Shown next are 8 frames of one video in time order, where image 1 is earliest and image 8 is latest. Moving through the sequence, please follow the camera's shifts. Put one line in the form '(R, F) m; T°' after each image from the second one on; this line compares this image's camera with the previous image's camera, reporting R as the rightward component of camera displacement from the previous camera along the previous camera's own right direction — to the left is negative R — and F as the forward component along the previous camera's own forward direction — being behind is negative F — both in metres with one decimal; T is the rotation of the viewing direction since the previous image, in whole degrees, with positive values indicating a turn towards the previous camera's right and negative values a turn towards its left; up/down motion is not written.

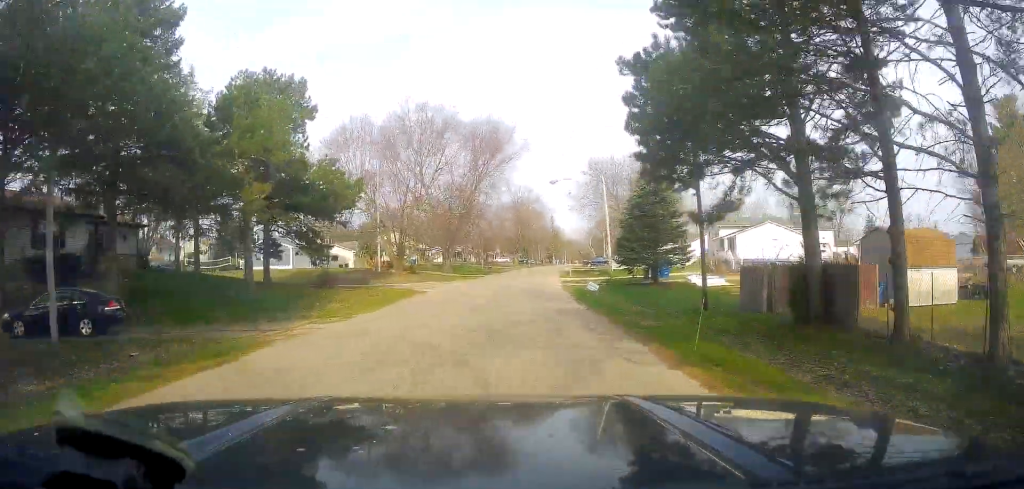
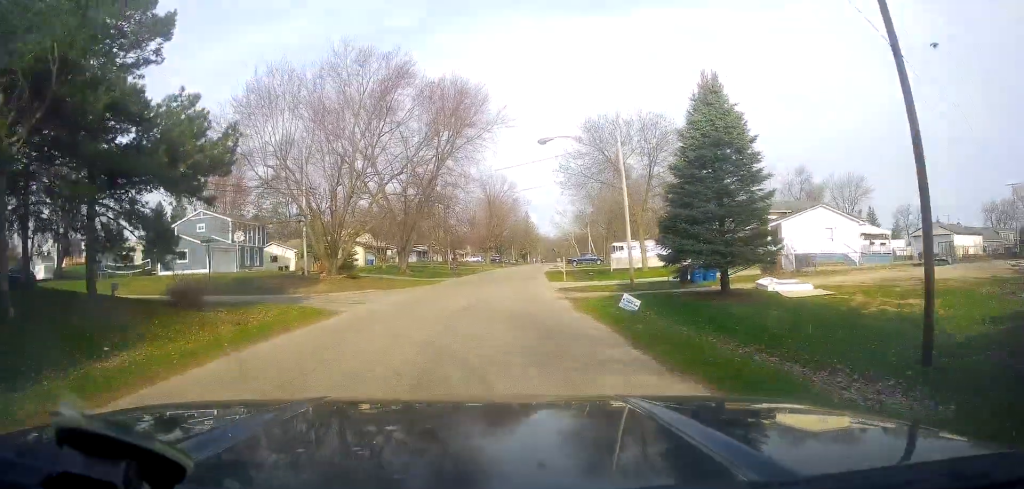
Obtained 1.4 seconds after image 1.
(+0.5, +15.5) m; +3°
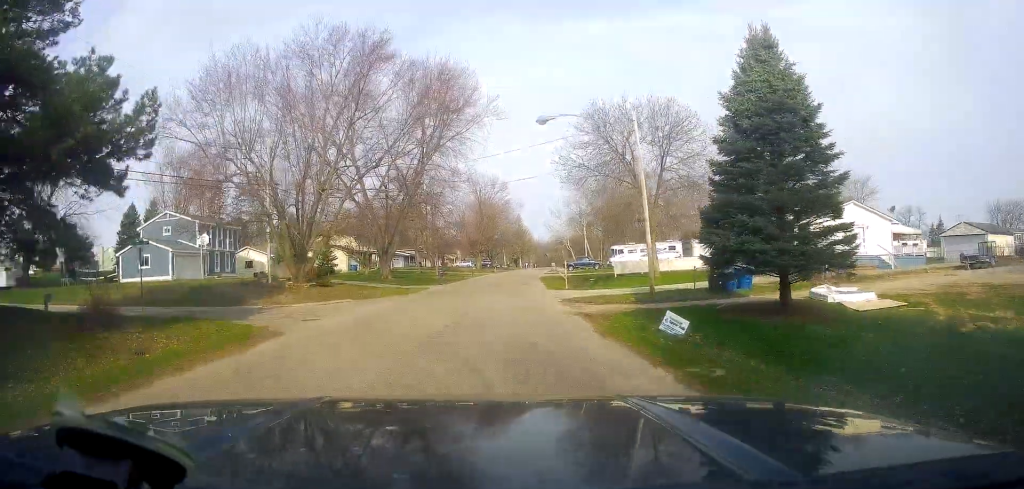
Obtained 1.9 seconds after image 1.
(0.0, +5.8) m; -2°
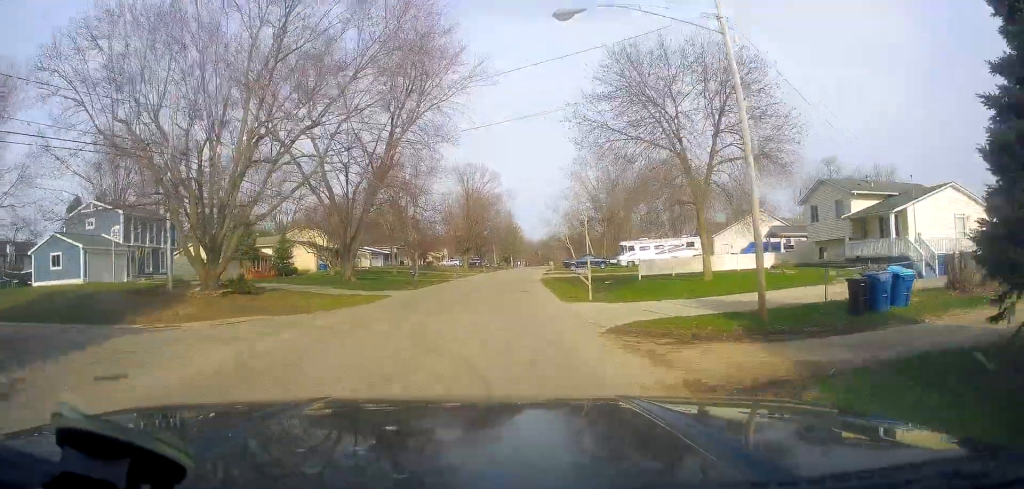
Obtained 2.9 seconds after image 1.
(-0.3, +12.1) m; 0°
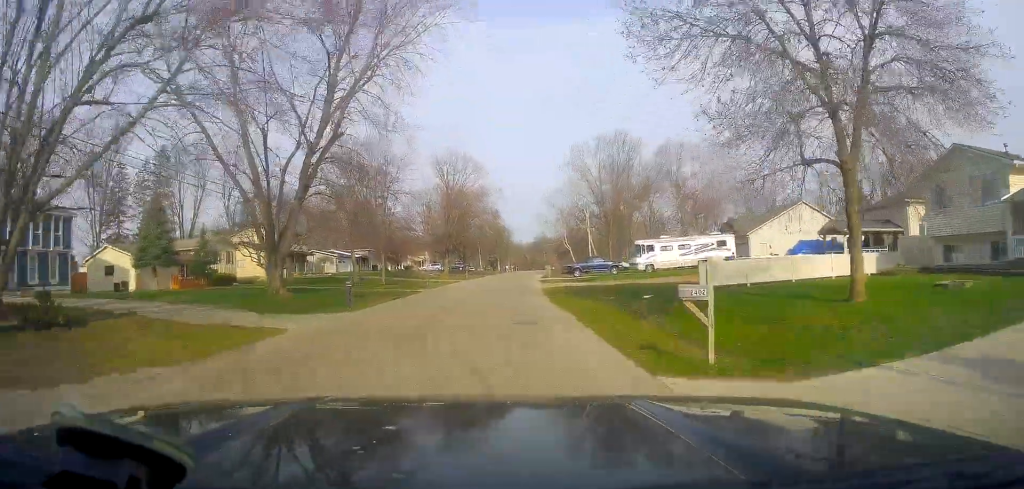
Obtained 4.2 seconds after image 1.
(+0.7, +14.6) m; +4°
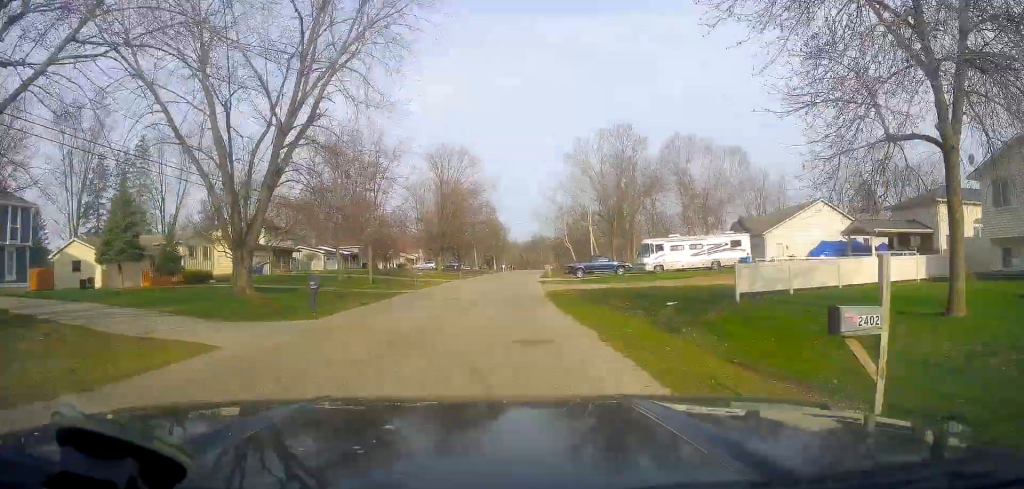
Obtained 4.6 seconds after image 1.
(+0.1, +4.6) m; 0°
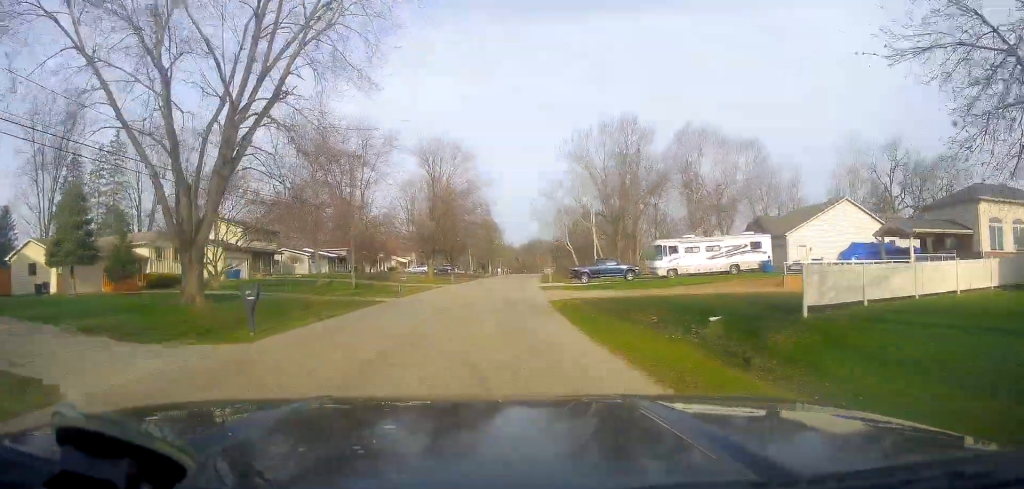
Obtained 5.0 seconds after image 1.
(-0.2, +5.3) m; -2°
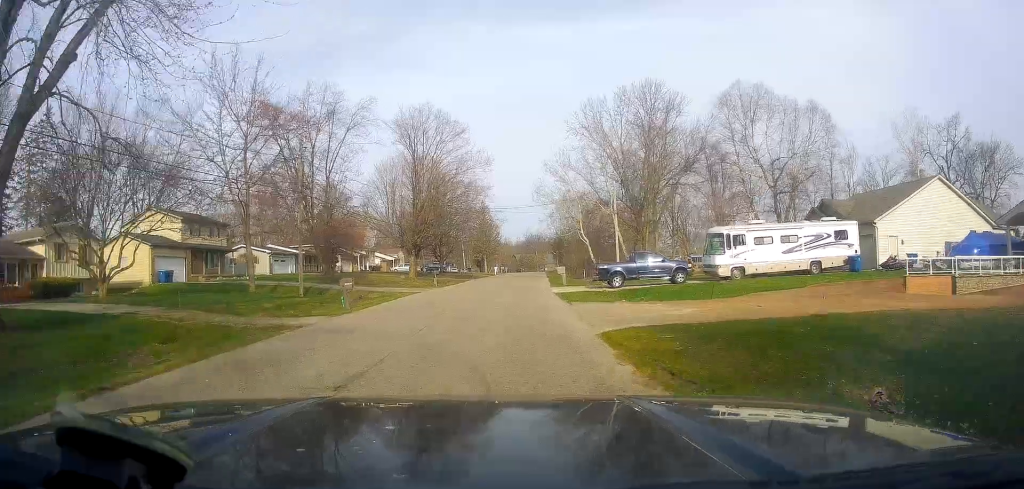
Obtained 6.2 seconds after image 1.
(-0.4, +13.6) m; -1°
